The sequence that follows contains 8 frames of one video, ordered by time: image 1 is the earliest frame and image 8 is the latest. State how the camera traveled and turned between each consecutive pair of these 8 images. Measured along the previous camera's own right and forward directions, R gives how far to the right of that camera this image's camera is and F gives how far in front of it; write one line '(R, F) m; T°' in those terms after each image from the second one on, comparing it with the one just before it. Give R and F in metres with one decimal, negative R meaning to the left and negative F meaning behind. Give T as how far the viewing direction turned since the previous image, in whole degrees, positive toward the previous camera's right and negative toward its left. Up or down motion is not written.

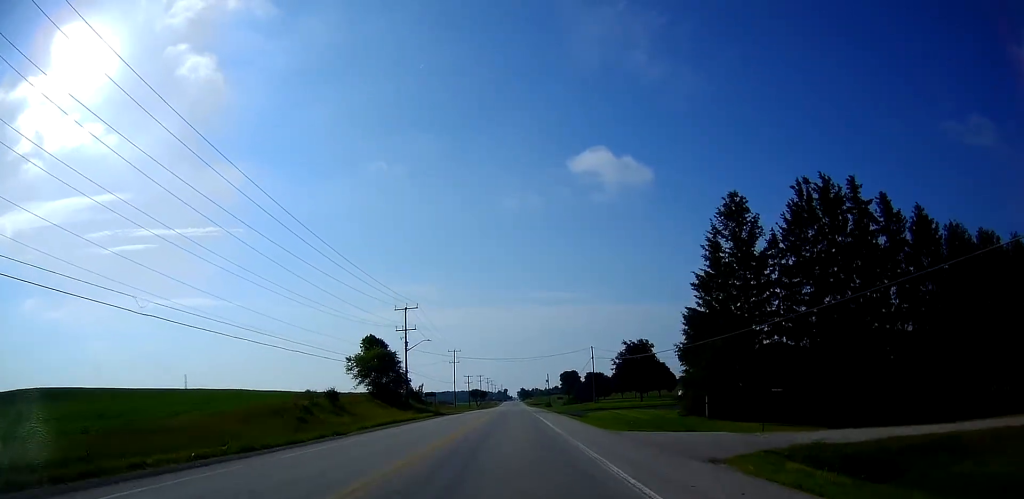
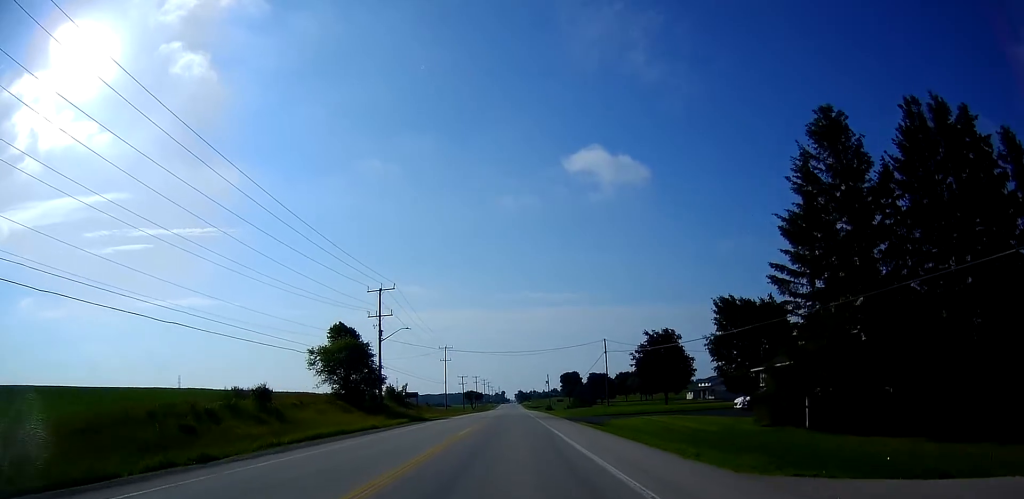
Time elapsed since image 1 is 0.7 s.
(-0.1, +13.1) m; 0°
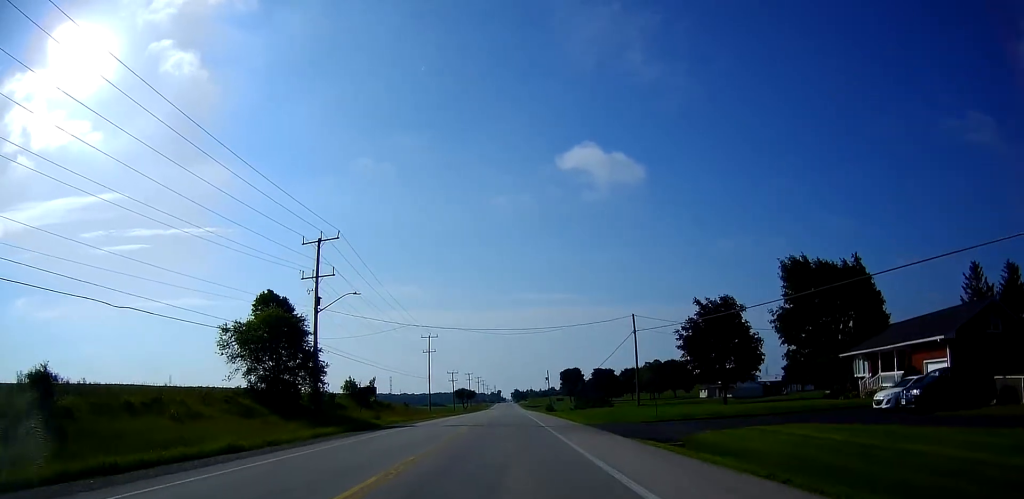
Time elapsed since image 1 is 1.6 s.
(-0.1, +18.3) m; 0°
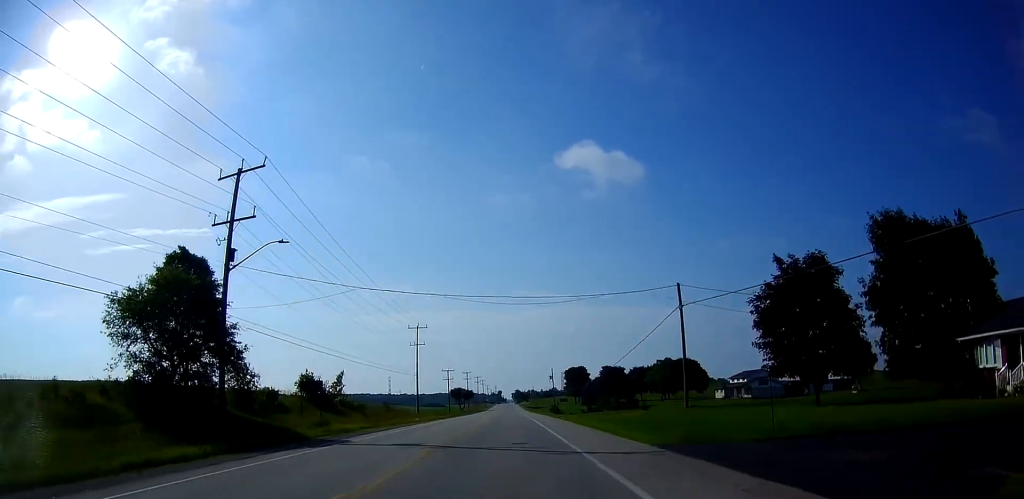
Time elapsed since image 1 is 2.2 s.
(0.0, +13.7) m; +1°
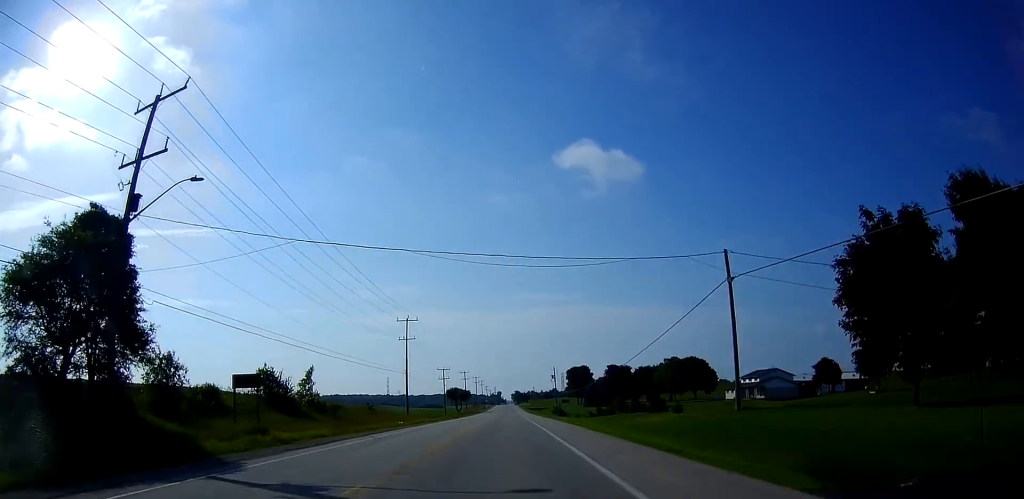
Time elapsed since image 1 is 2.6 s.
(+0.1, +8.8) m; 0°
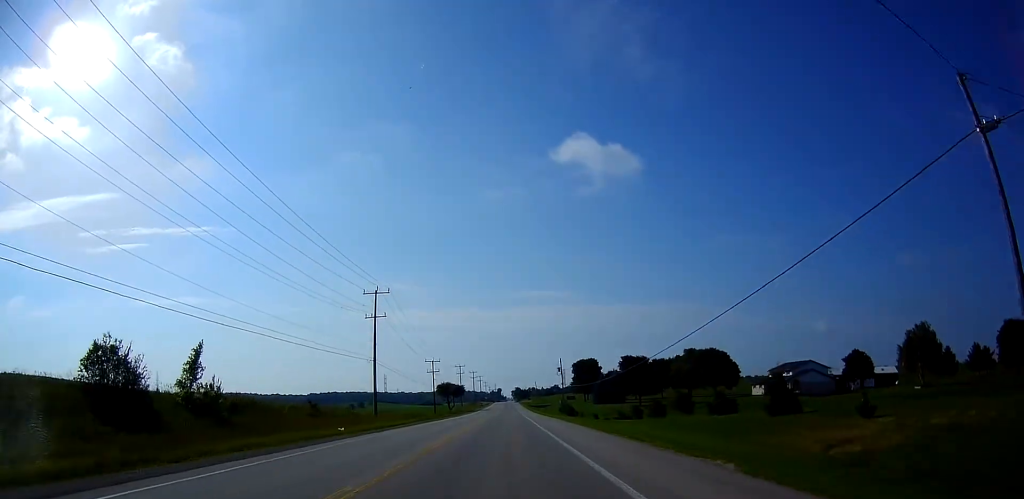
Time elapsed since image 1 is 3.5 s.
(+0.1, +18.6) m; 0°
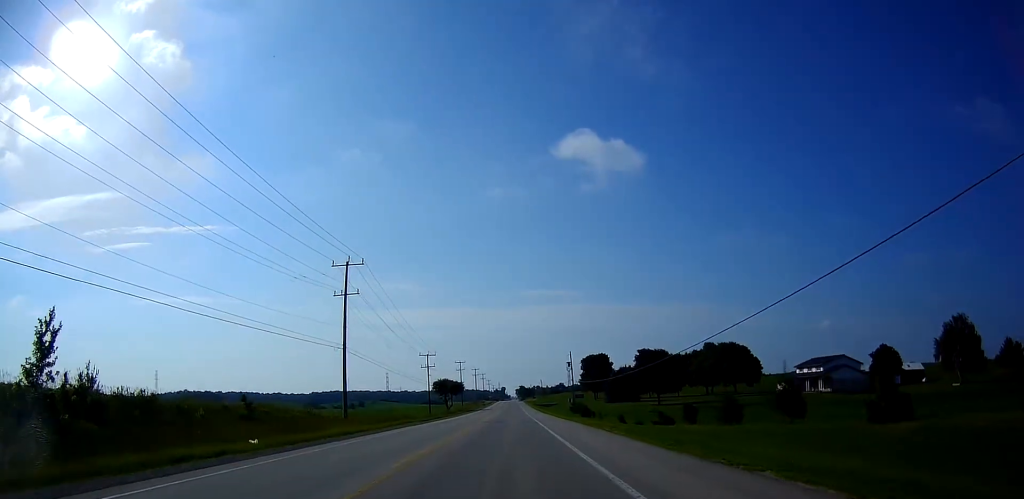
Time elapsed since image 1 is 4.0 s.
(-0.1, +12.2) m; 0°
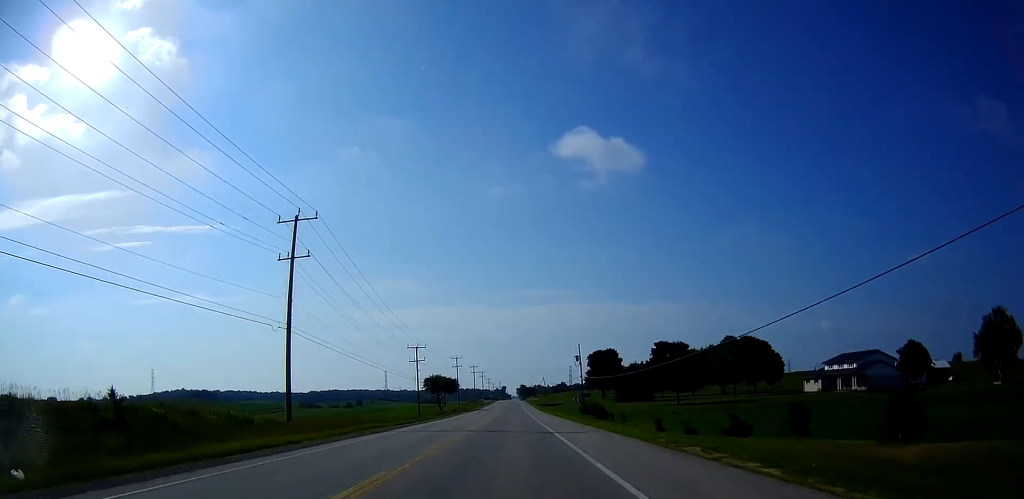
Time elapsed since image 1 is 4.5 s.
(0.0, +12.8) m; 0°
